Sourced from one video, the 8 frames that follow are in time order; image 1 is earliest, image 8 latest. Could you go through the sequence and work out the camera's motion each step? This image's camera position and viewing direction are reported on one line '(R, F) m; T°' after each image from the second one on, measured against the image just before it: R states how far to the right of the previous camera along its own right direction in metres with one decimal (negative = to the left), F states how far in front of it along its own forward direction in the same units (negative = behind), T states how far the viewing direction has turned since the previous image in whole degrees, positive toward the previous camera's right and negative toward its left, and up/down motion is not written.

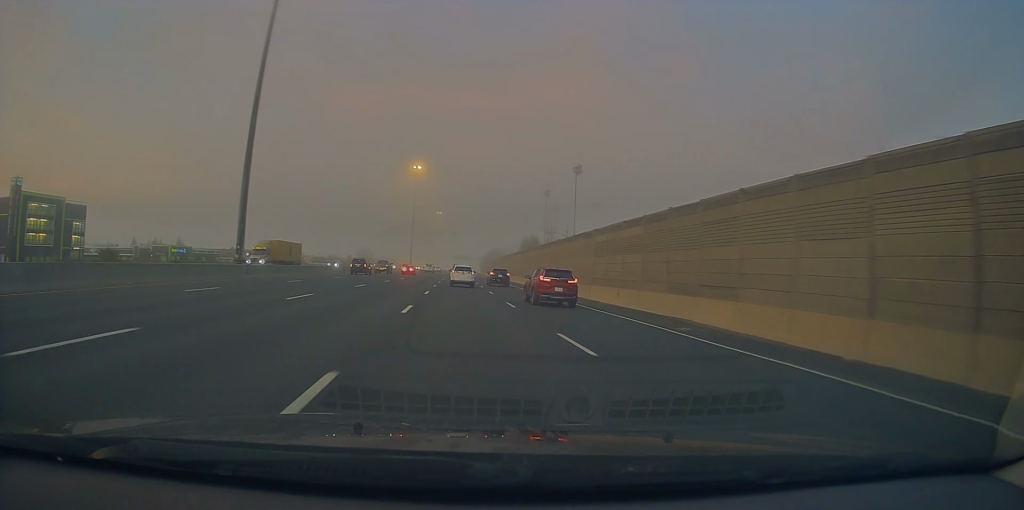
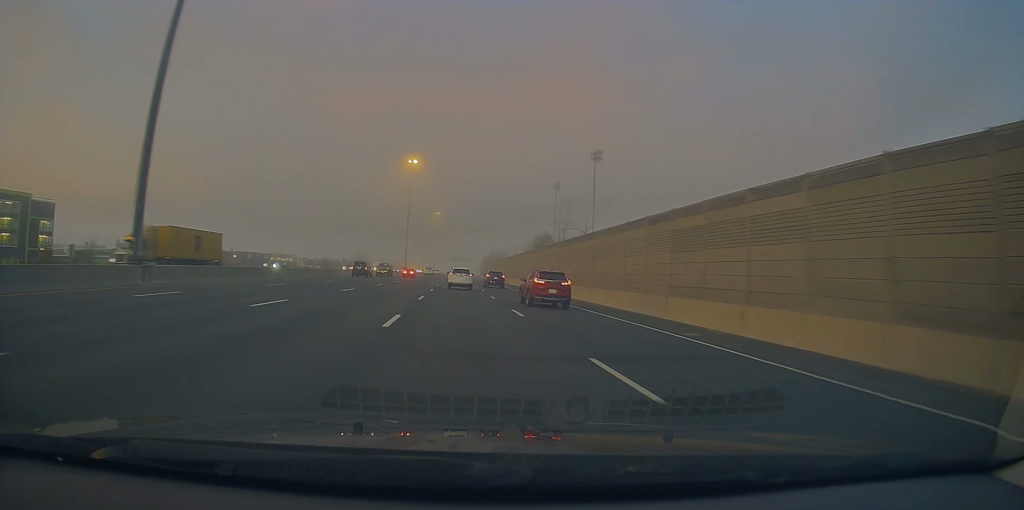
(0.0, +15.5) m; 0°
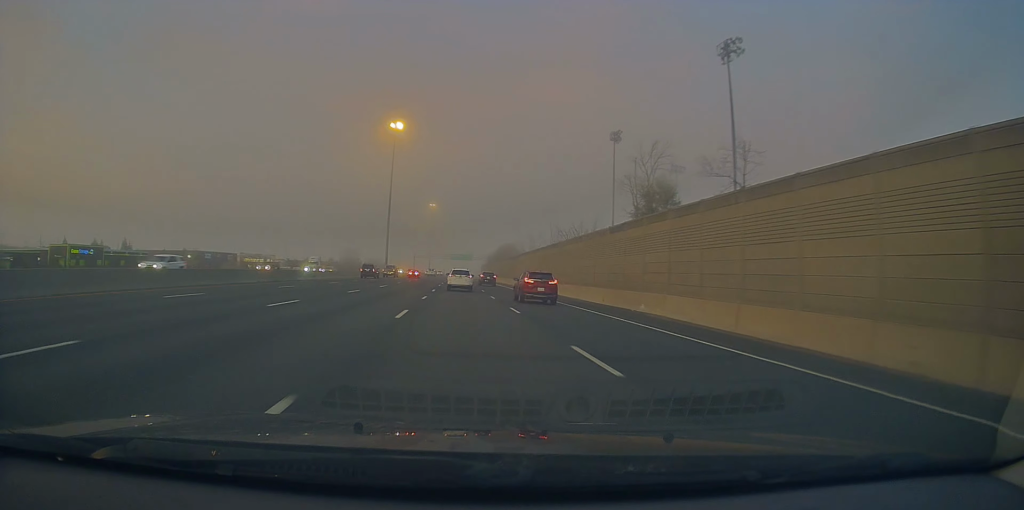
(+0.3, +48.1) m; +1°
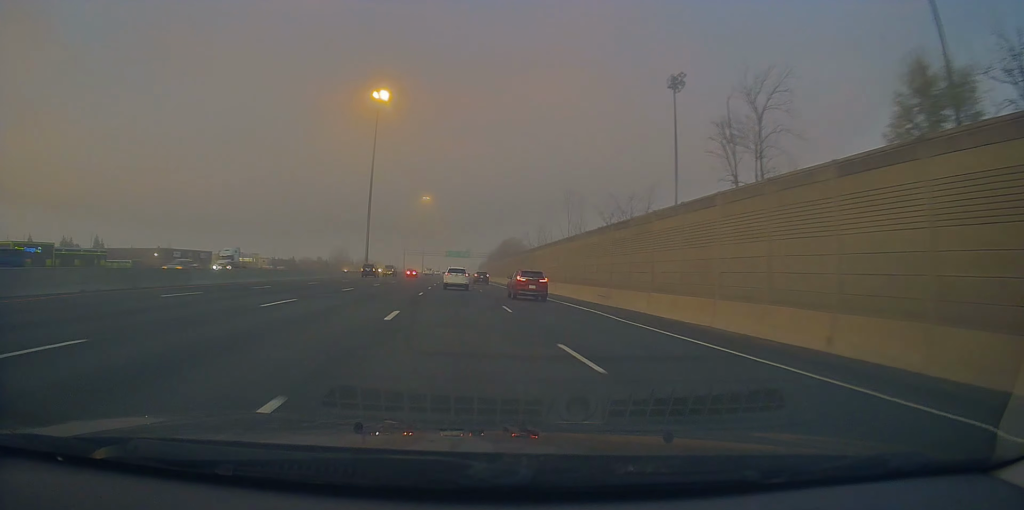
(+0.2, +24.0) m; -2°
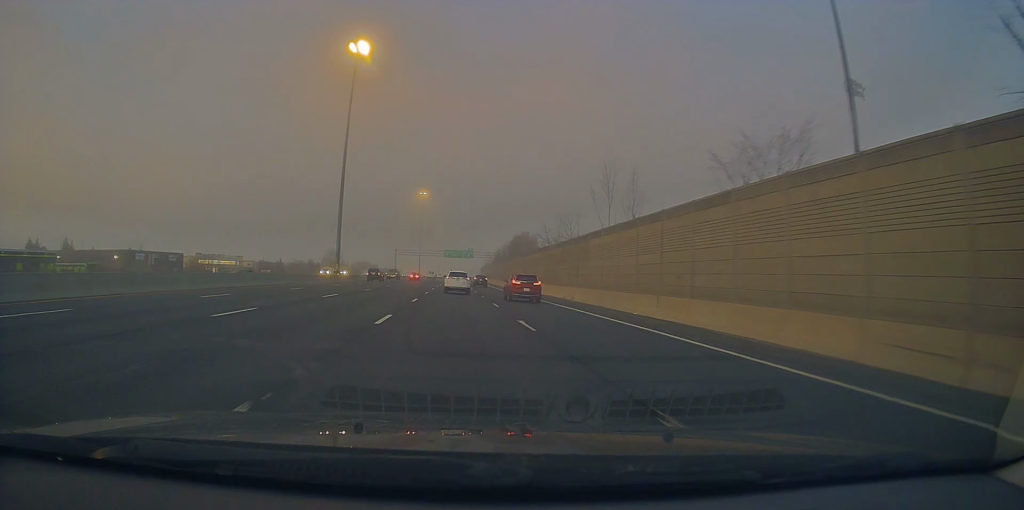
(-1.2, +26.2) m; 0°
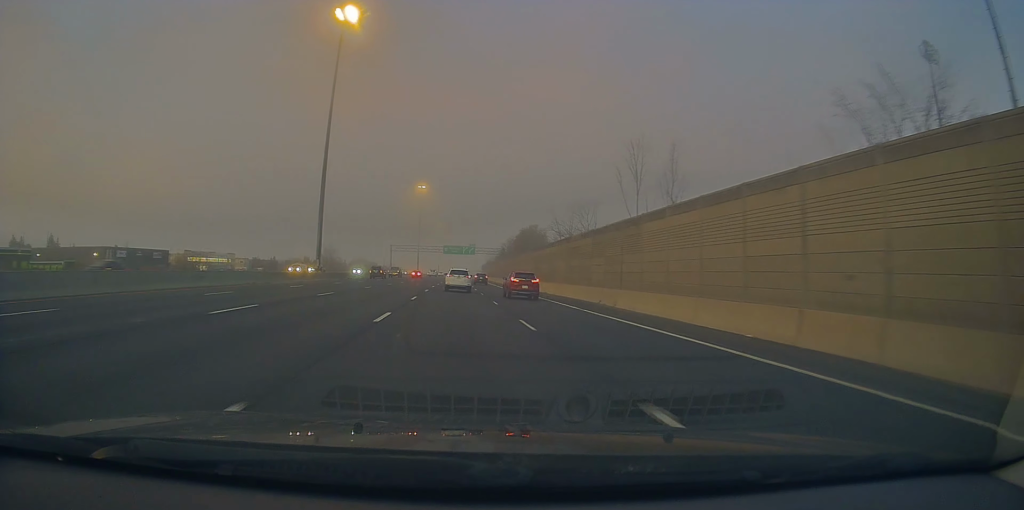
(+0.4, +11.2) m; +1°
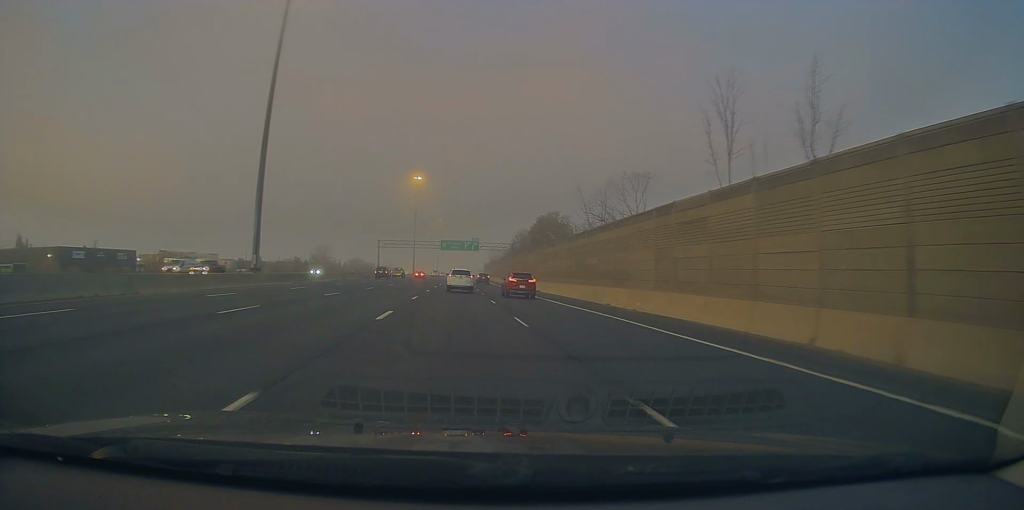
(+0.8, +22.6) m; +2°
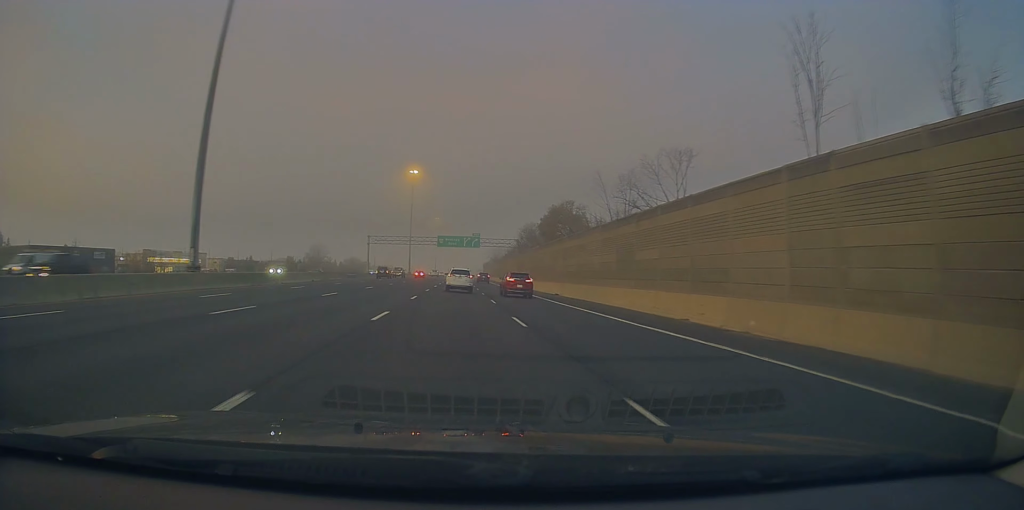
(0.0, +11.9) m; 0°
